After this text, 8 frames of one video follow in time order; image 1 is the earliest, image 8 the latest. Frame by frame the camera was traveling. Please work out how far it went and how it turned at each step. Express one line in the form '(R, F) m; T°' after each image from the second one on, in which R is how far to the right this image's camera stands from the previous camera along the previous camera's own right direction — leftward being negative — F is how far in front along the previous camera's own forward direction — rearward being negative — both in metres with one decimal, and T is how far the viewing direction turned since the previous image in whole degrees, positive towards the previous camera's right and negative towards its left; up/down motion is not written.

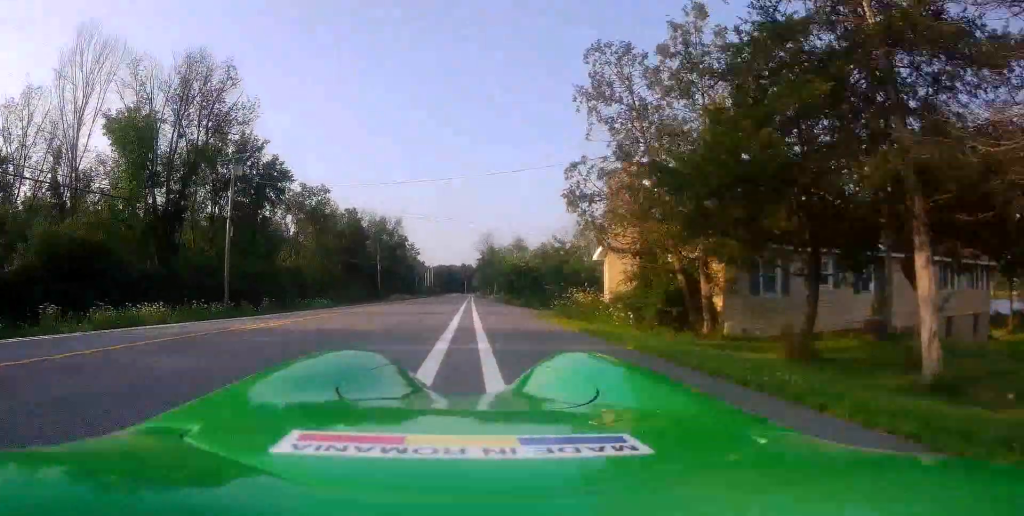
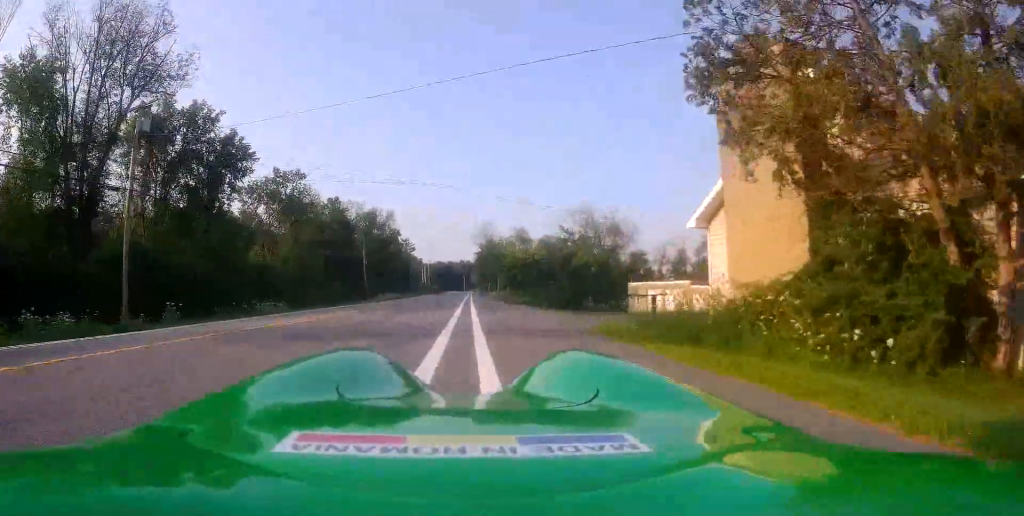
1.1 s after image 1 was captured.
(0.0, +8.6) m; 0°
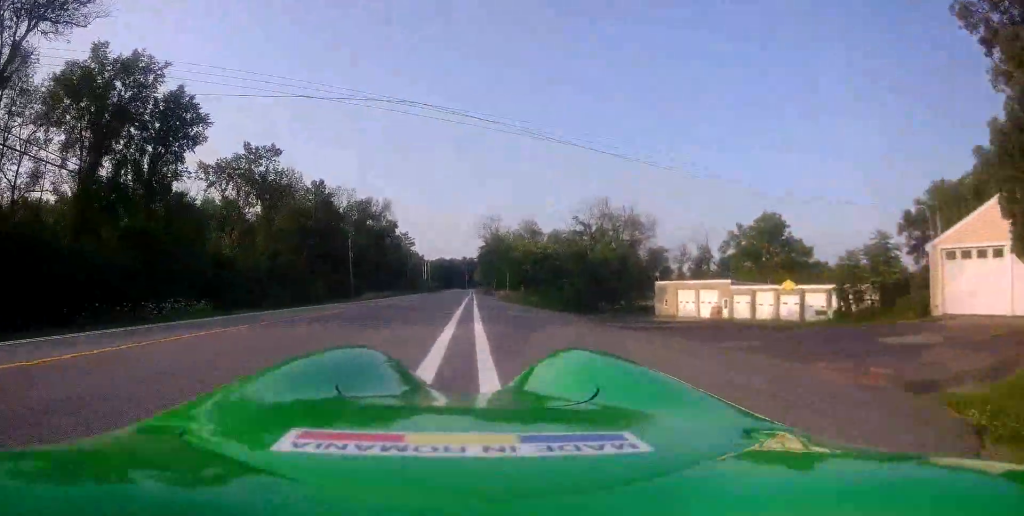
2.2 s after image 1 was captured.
(0.0, +9.1) m; 0°
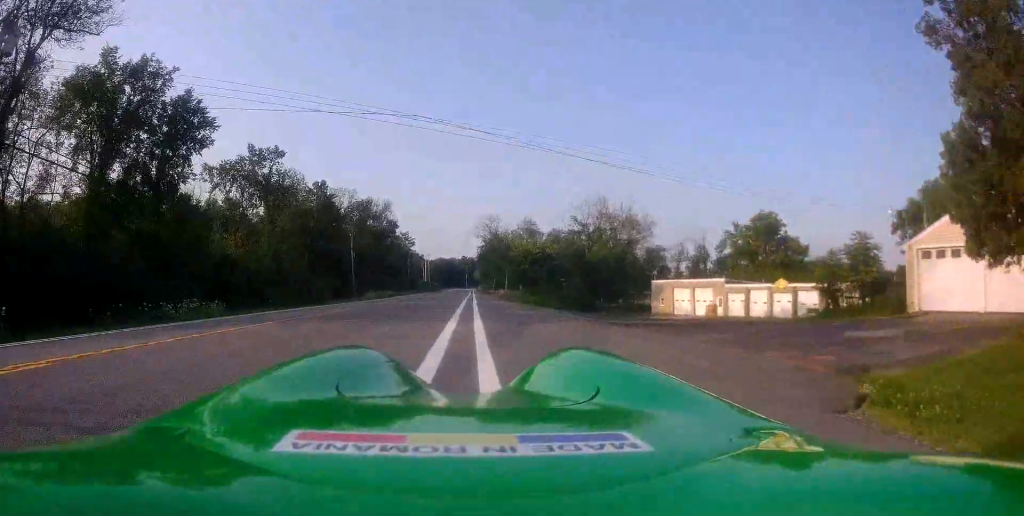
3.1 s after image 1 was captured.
(0.0, +8.1) m; -1°
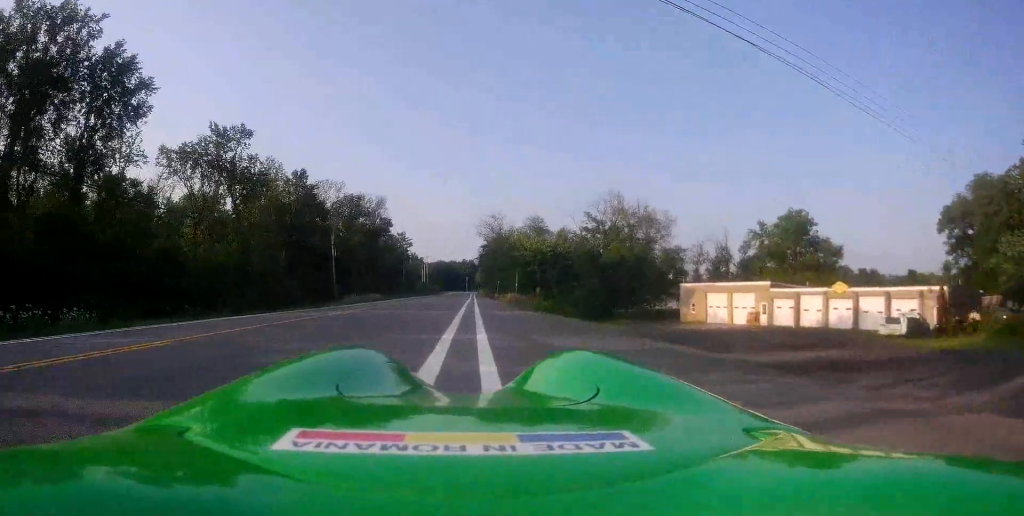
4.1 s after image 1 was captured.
(-0.2, +9.1) m; -2°
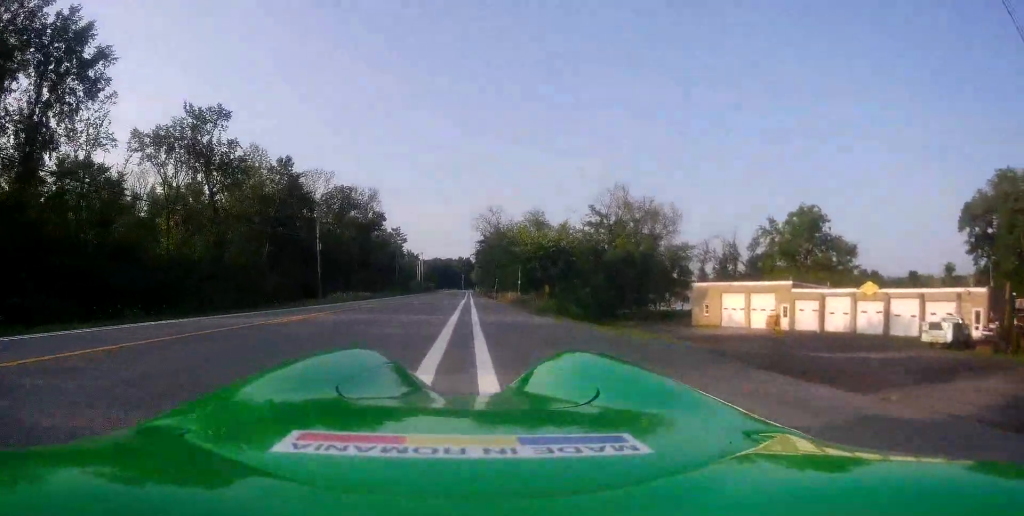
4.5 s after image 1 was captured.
(-0.1, +4.2) m; -1°
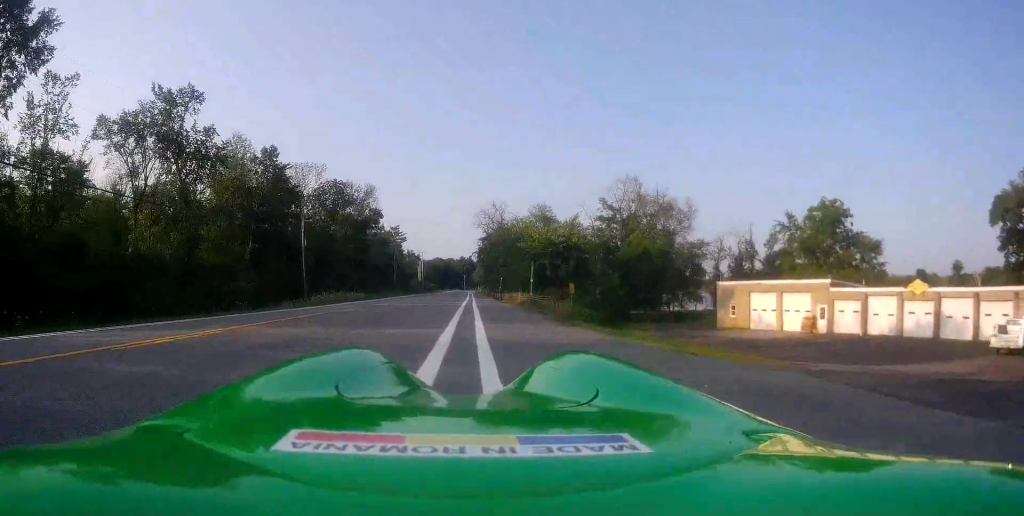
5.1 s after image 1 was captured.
(0.0, +5.4) m; +1°
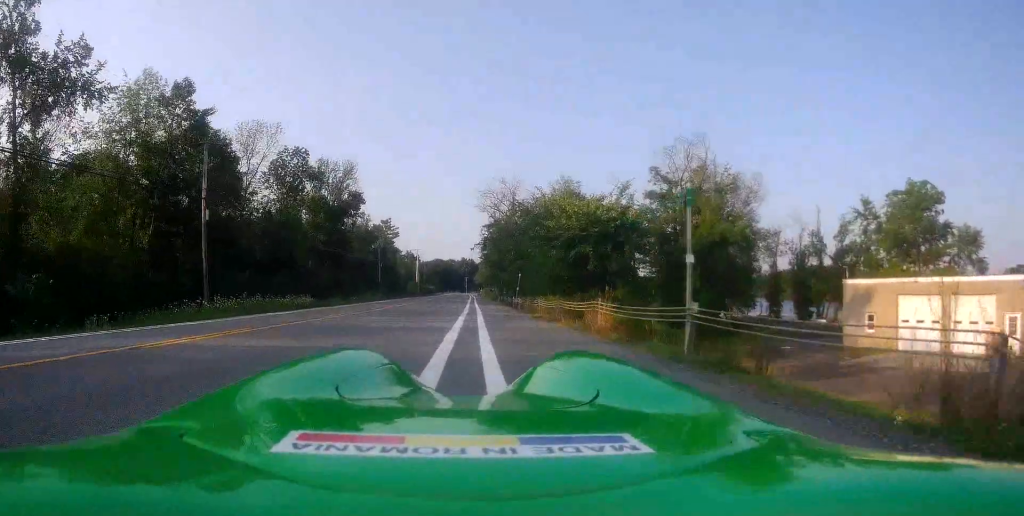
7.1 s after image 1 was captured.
(+0.8, +18.3) m; +3°
